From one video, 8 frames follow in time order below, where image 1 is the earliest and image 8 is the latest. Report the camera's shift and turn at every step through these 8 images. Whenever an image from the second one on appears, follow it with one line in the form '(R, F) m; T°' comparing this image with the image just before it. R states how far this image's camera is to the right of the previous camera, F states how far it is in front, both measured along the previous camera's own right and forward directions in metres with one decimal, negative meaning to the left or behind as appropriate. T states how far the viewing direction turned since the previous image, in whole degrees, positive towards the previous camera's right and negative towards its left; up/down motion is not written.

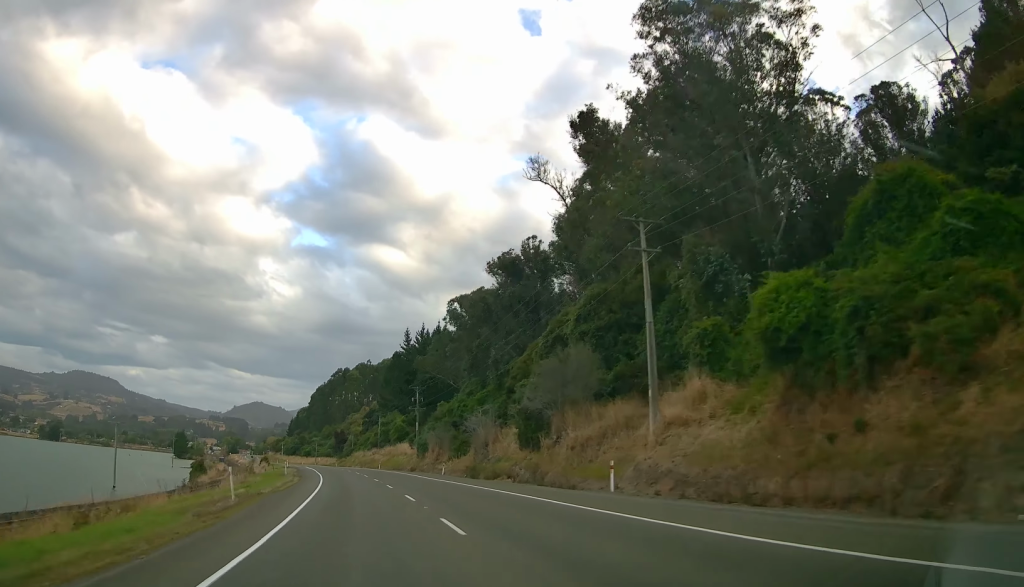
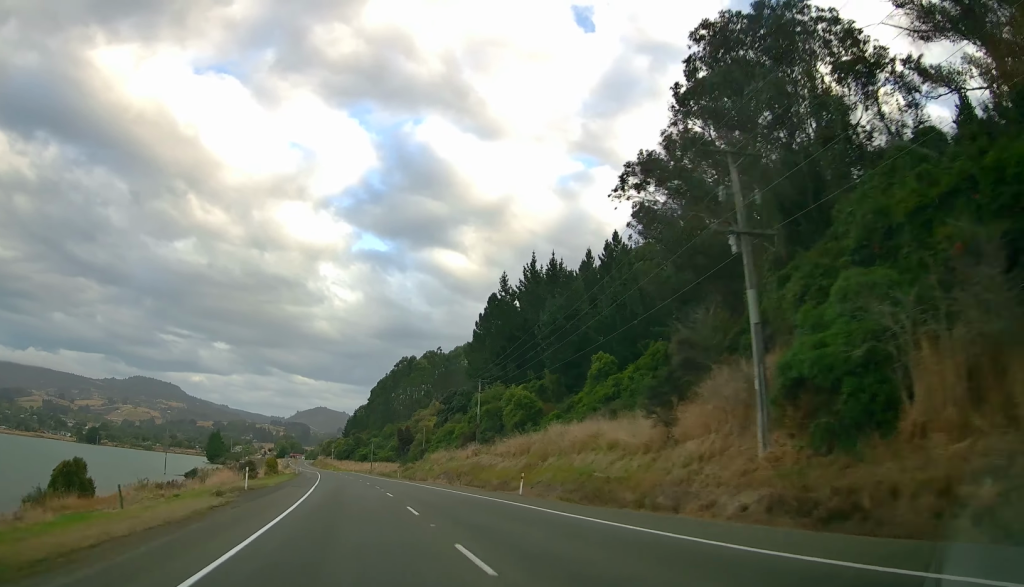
(-5.7, +62.5) m; -8°
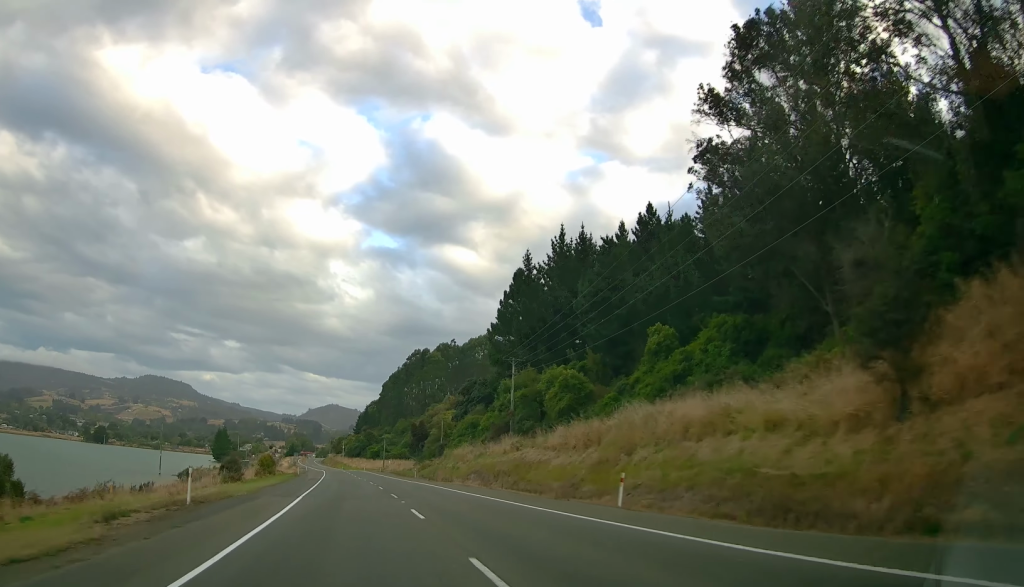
(+0.5, +11.8) m; 0°
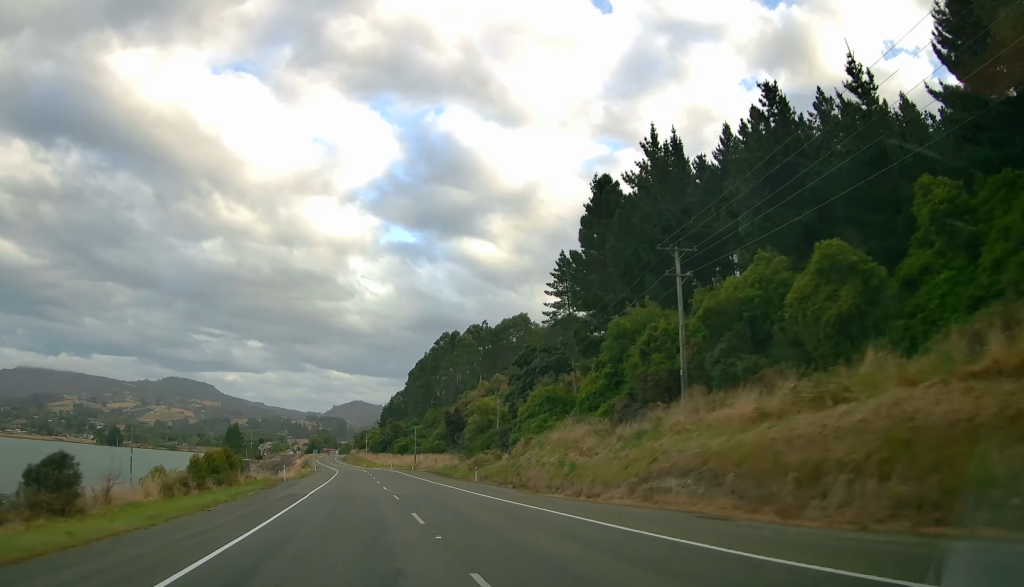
(-0.7, +30.2) m; -2°
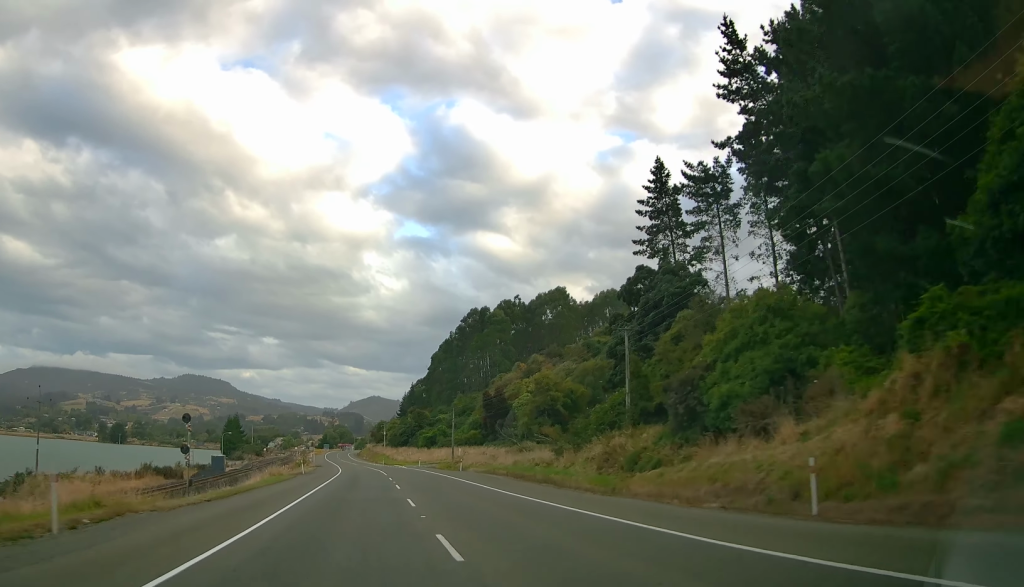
(-0.7, +37.0) m; -3°
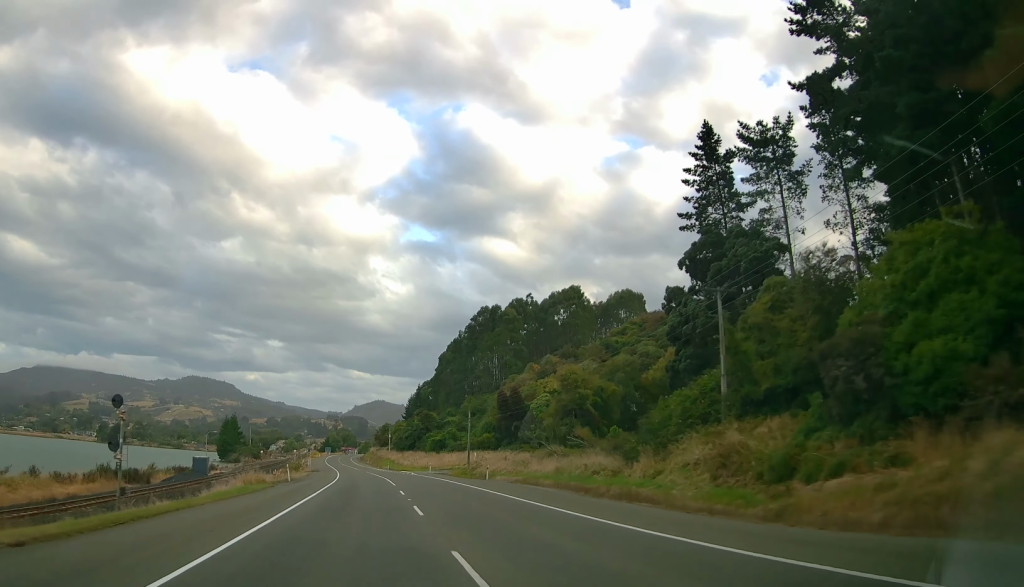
(-0.5, +12.1) m; 0°
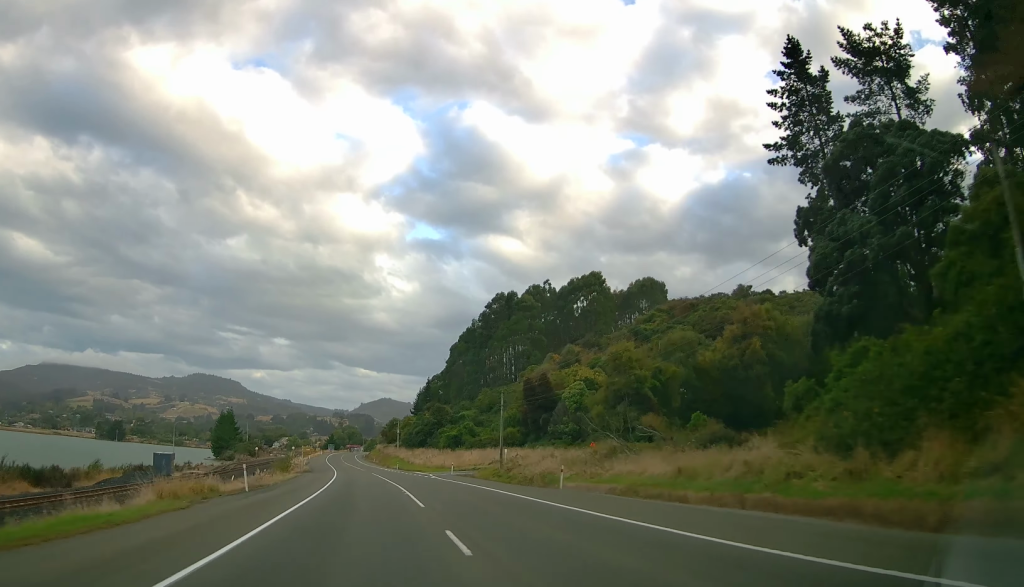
(-0.3, +17.8) m; +1°
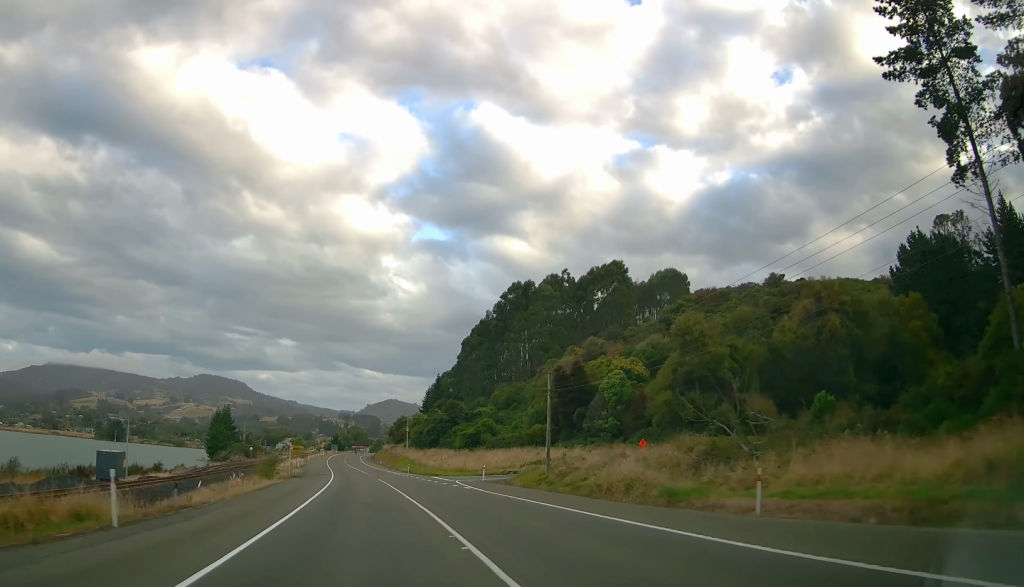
(+0.6, +16.0) m; +1°
